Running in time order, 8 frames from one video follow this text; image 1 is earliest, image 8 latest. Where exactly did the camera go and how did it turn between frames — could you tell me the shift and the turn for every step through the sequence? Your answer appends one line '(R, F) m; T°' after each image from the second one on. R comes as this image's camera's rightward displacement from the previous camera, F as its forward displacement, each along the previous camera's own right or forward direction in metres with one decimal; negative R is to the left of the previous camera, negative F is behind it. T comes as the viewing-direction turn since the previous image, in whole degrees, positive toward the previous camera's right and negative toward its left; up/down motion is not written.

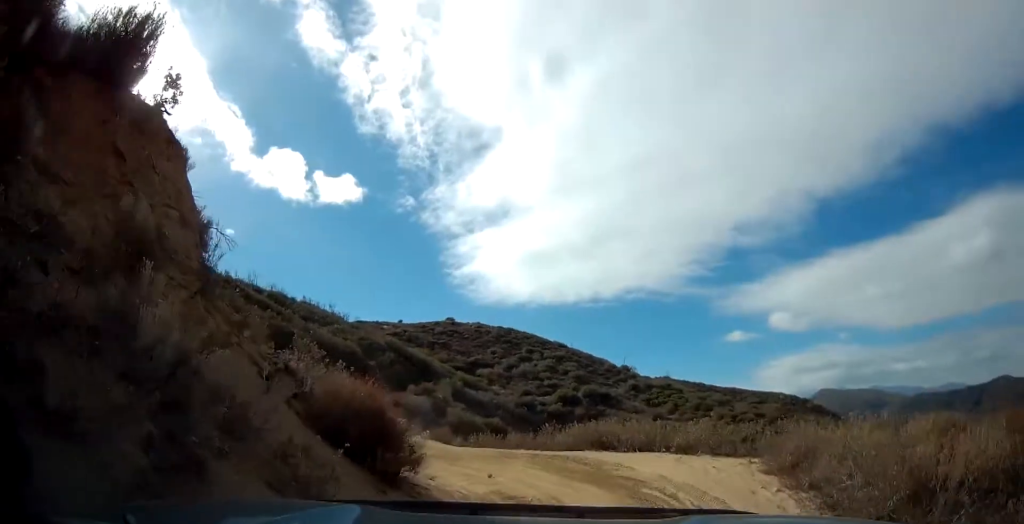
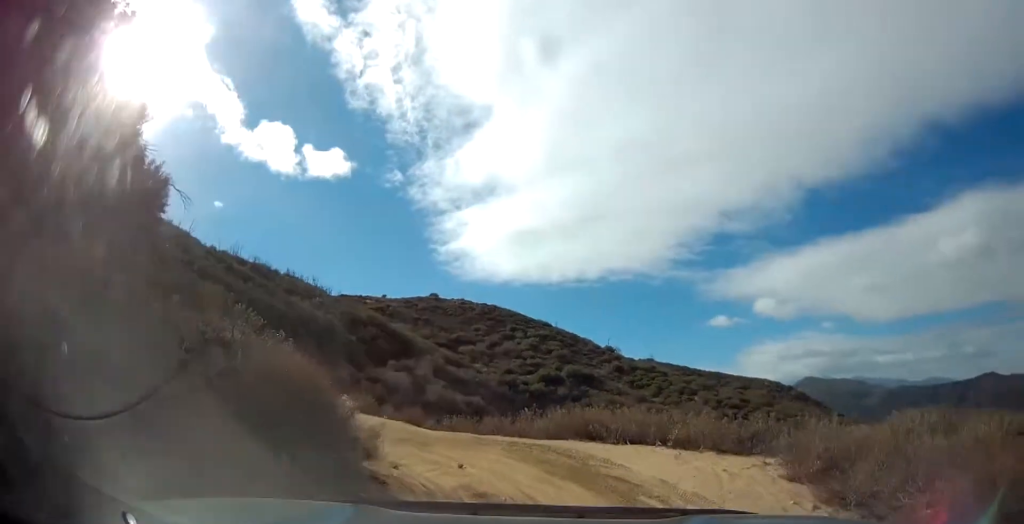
(-0.2, +2.0) m; +4°
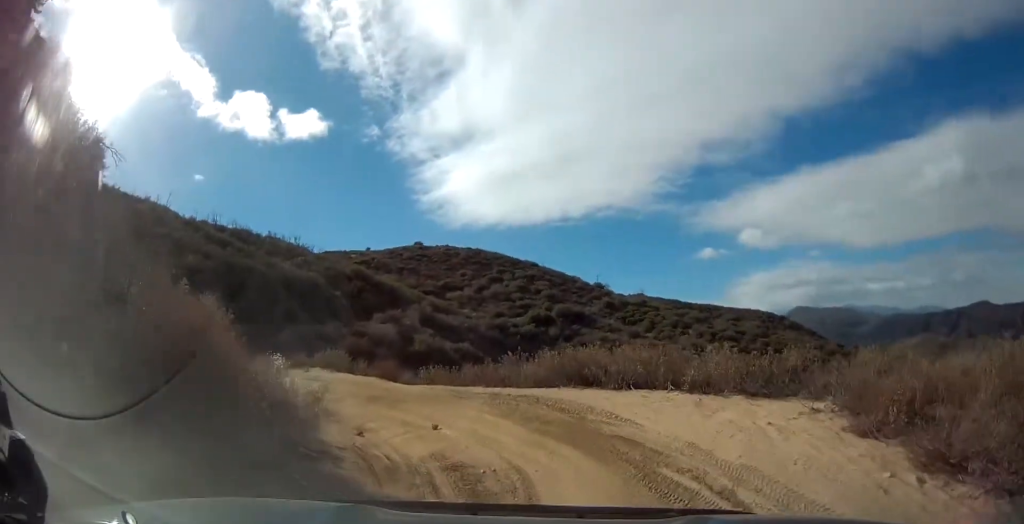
(+0.3, +2.3) m; +1°
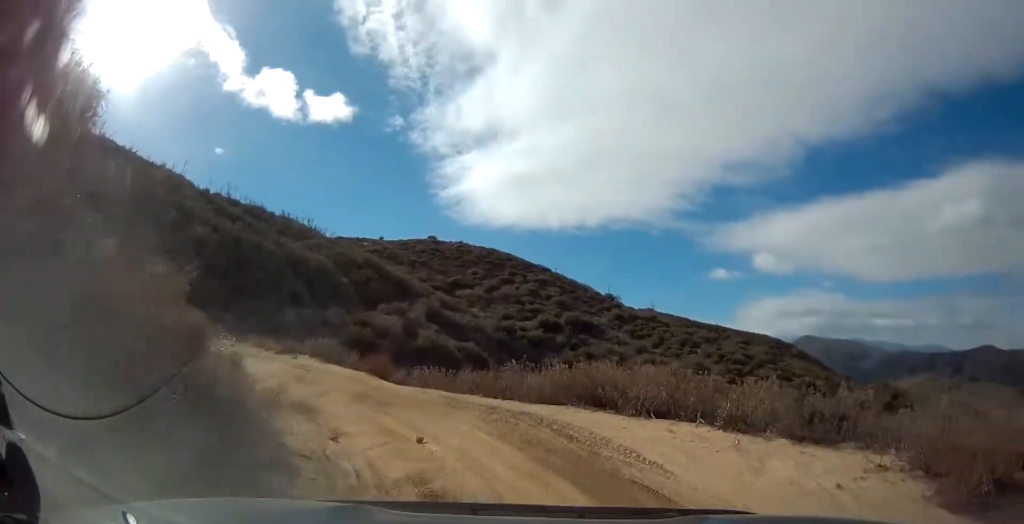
(+0.3, +1.7) m; +1°
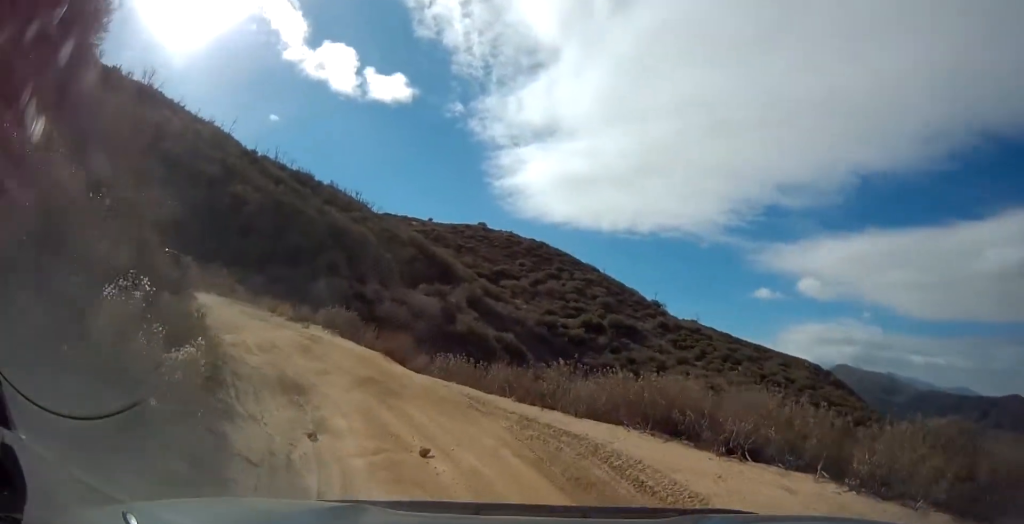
(-0.4, +2.6) m; -9°
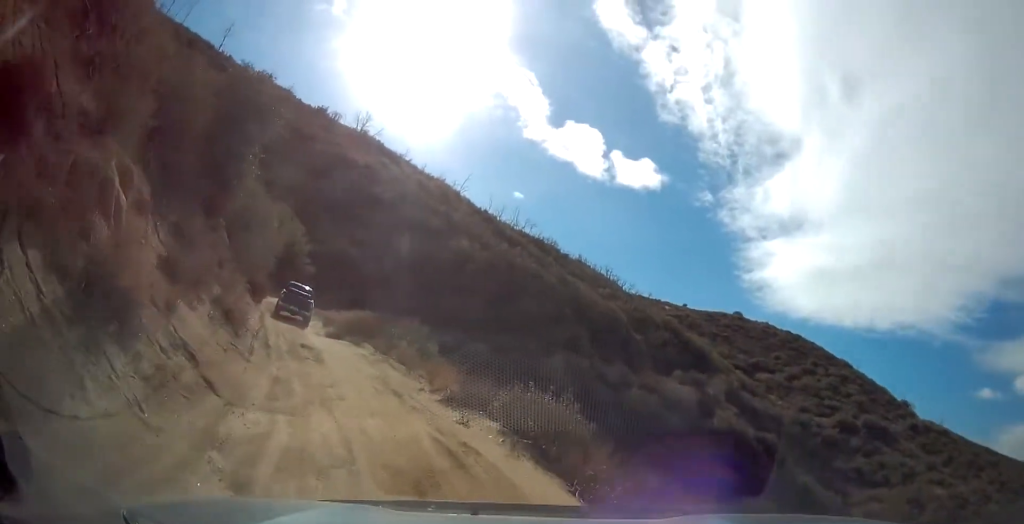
(-1.0, +9.0) m; -15°
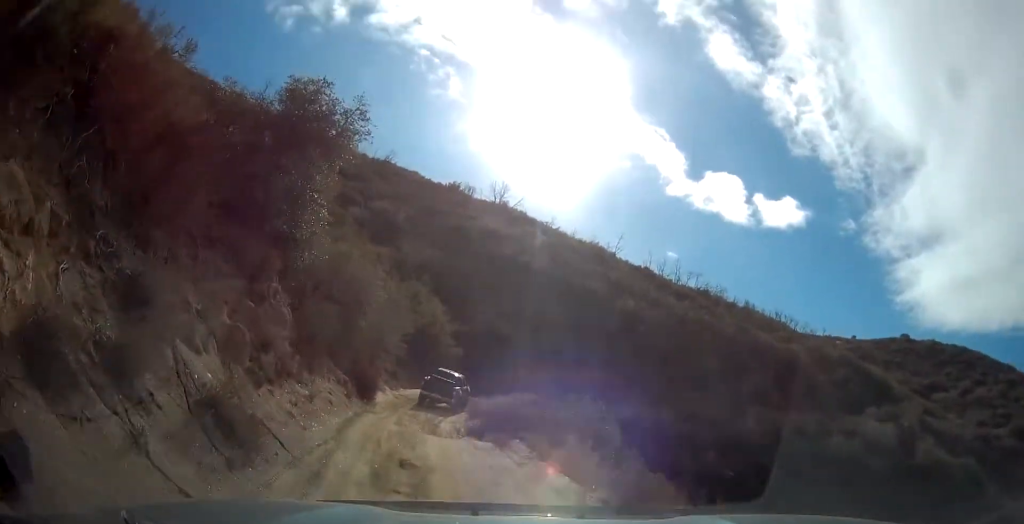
(-0.9, +6.3) m; -20°
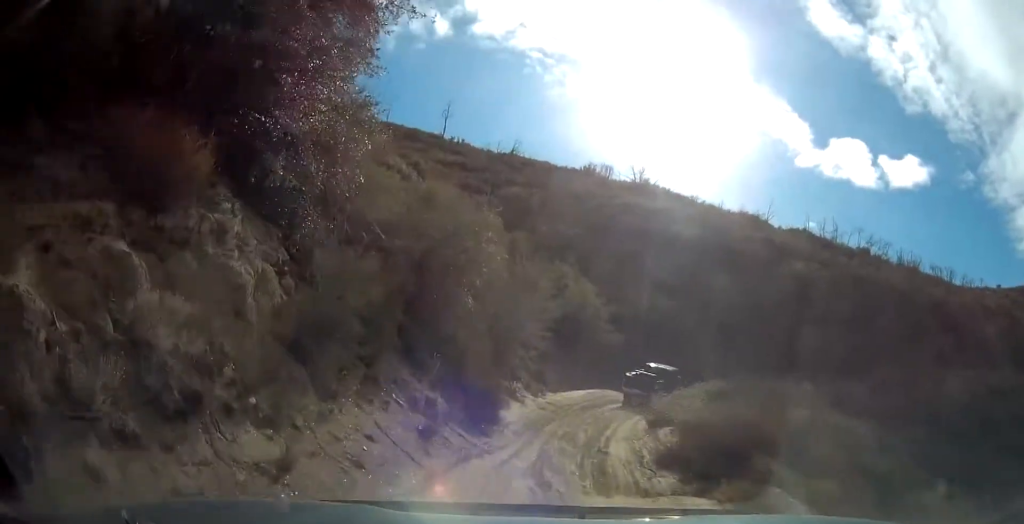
(-1.8, +7.5) m; -18°
